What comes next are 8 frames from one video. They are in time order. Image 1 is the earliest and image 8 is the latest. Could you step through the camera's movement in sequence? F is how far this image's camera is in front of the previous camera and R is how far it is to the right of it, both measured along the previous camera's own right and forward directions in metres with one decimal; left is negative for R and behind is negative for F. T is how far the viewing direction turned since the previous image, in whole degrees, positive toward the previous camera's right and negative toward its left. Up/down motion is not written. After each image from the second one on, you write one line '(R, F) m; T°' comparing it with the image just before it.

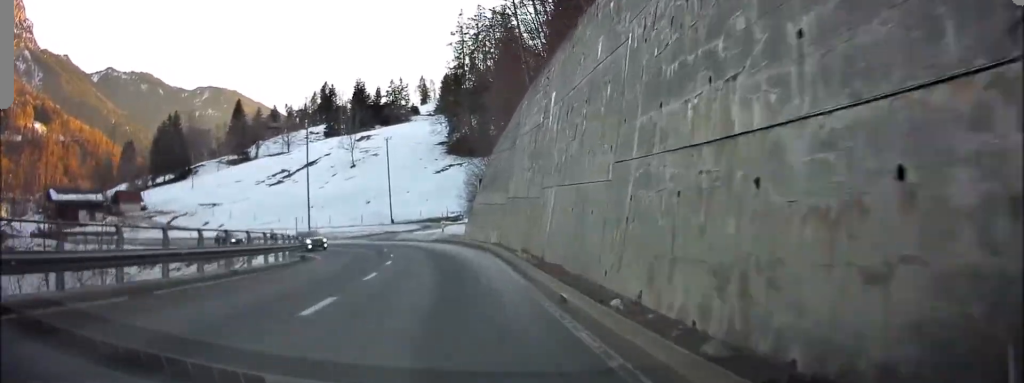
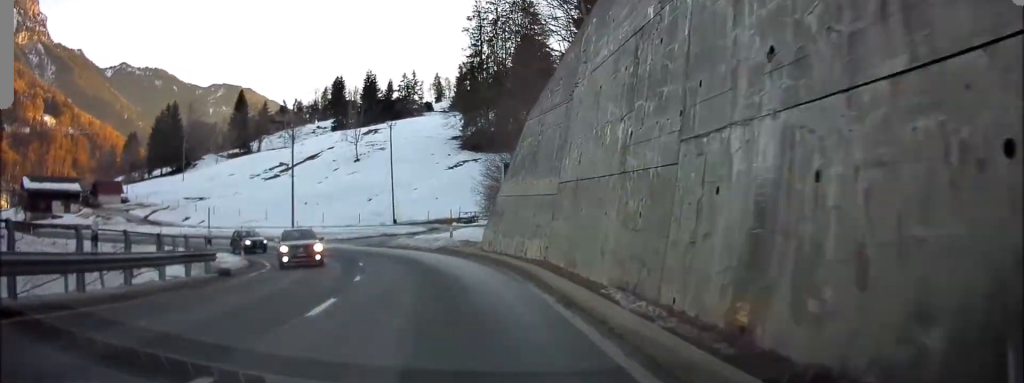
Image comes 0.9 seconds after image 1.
(-0.2, +11.8) m; -3°
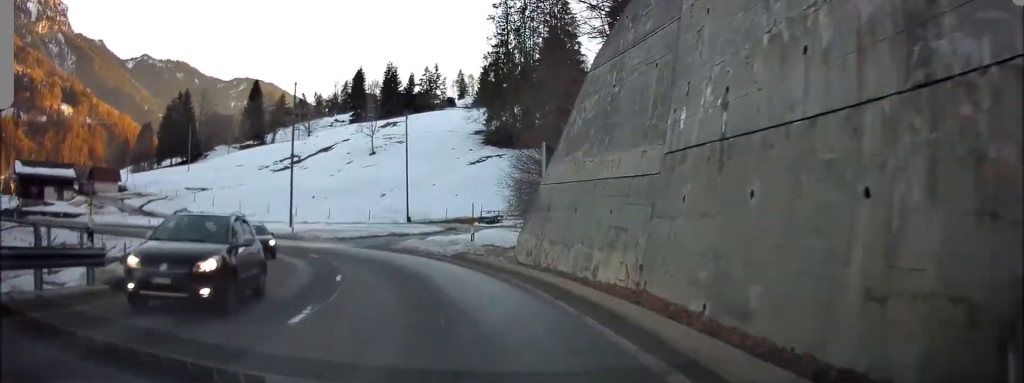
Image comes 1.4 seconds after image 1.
(-0.3, +6.7) m; -3°
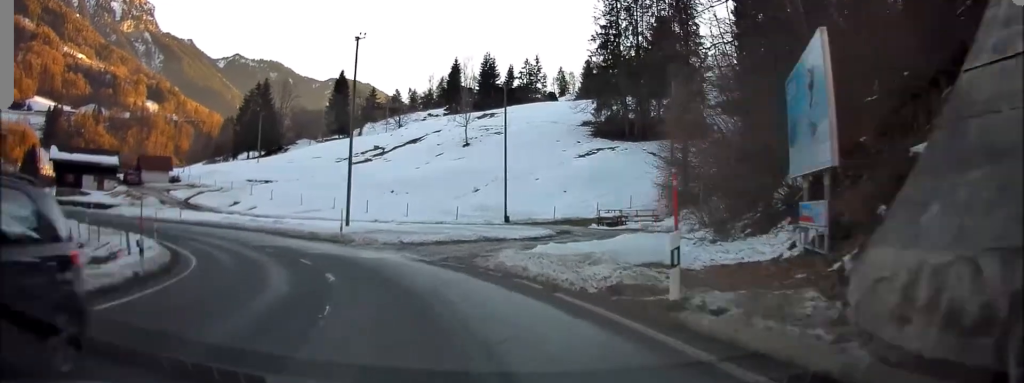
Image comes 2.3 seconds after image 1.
(-0.5, +10.7) m; -8°
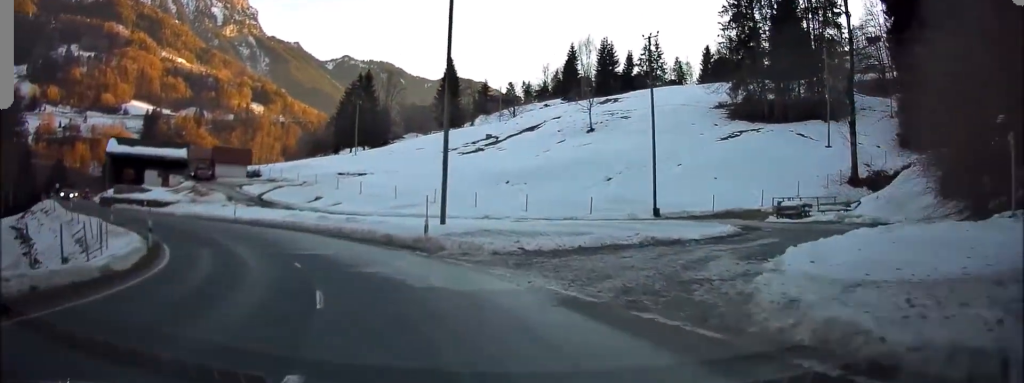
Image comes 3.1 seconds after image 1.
(-0.6, +10.7) m; -14°
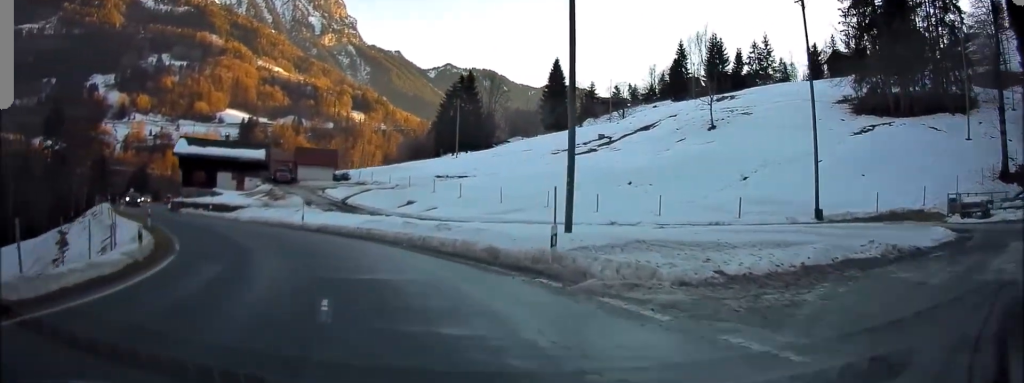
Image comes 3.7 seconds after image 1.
(-1.0, +7.3) m; -11°
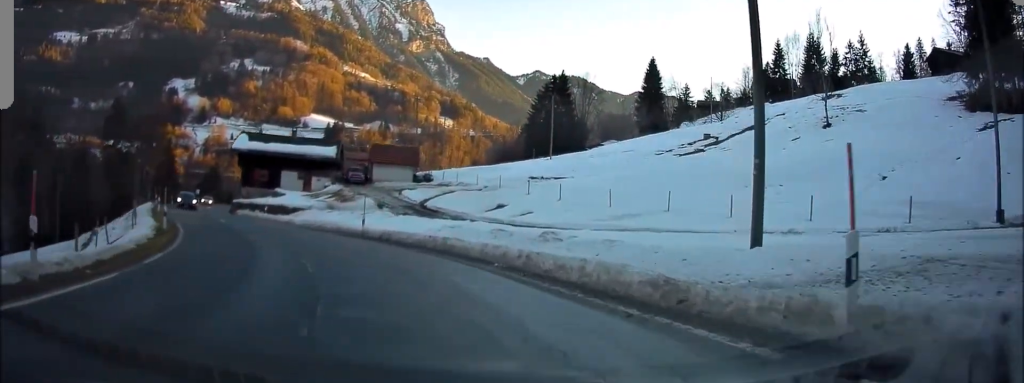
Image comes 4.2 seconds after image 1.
(-0.6, +7.2) m; -9°
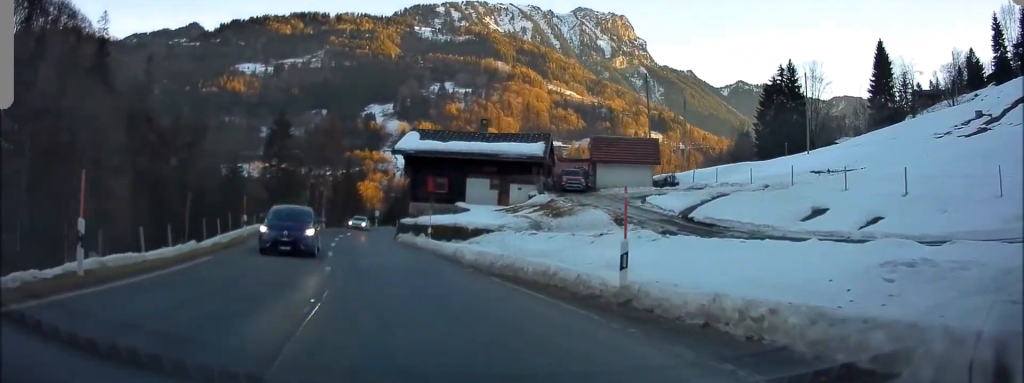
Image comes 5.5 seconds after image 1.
(-3.0, +18.7) m; -15°
